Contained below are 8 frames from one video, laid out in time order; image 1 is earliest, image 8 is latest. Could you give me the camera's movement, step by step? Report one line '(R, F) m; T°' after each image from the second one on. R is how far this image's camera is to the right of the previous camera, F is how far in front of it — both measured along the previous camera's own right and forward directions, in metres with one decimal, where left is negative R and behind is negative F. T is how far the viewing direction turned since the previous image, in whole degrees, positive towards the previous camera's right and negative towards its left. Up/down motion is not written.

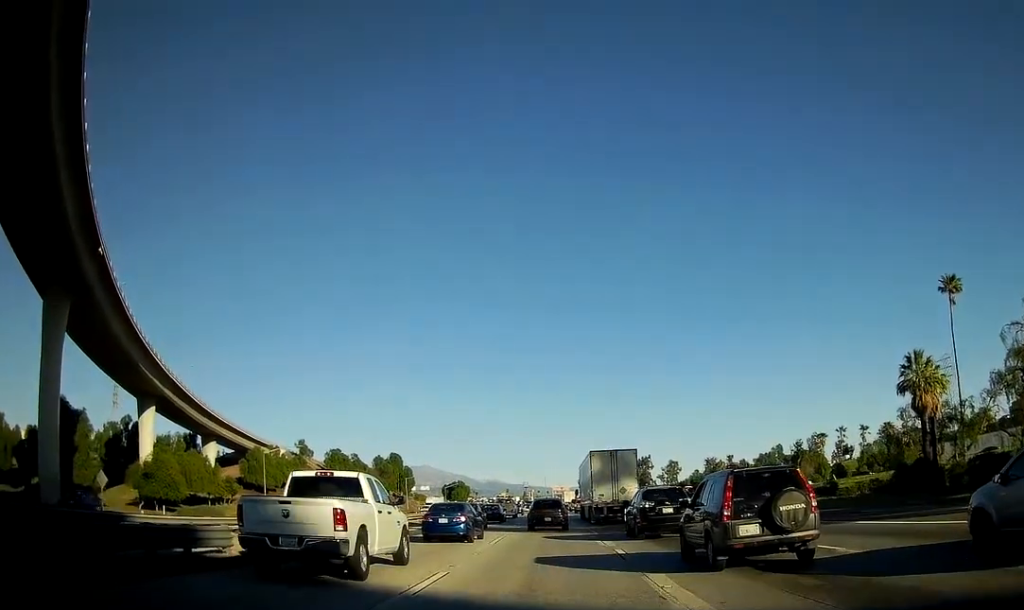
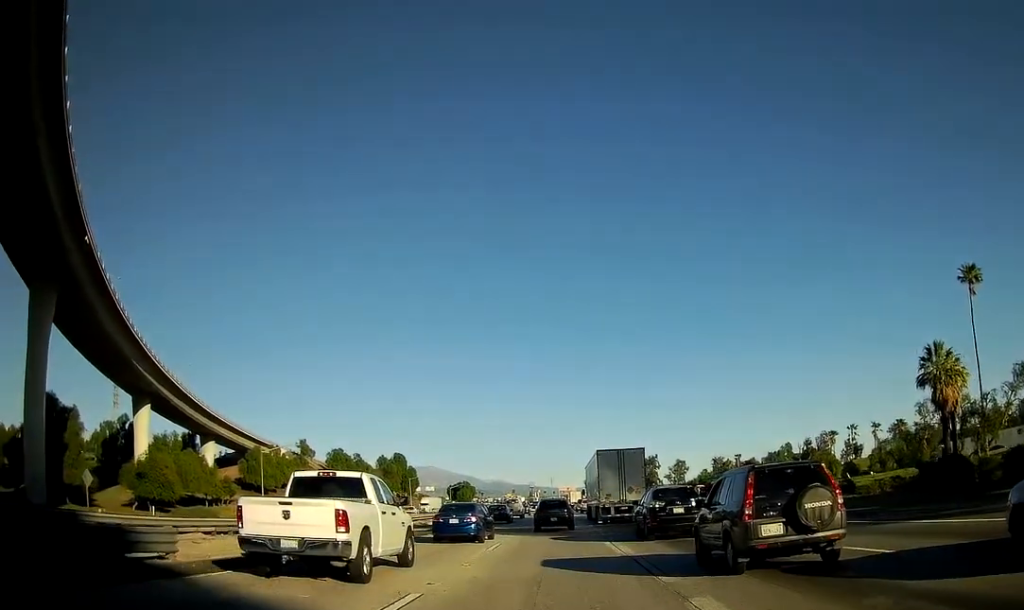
(-0.1, +3.9) m; 0°
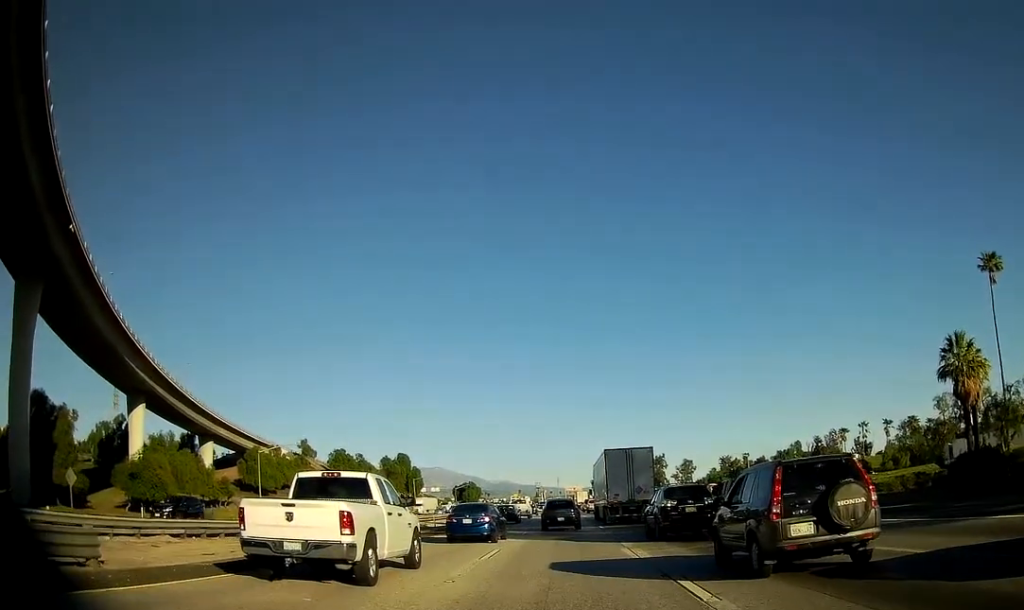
(0.0, +3.8) m; -1°
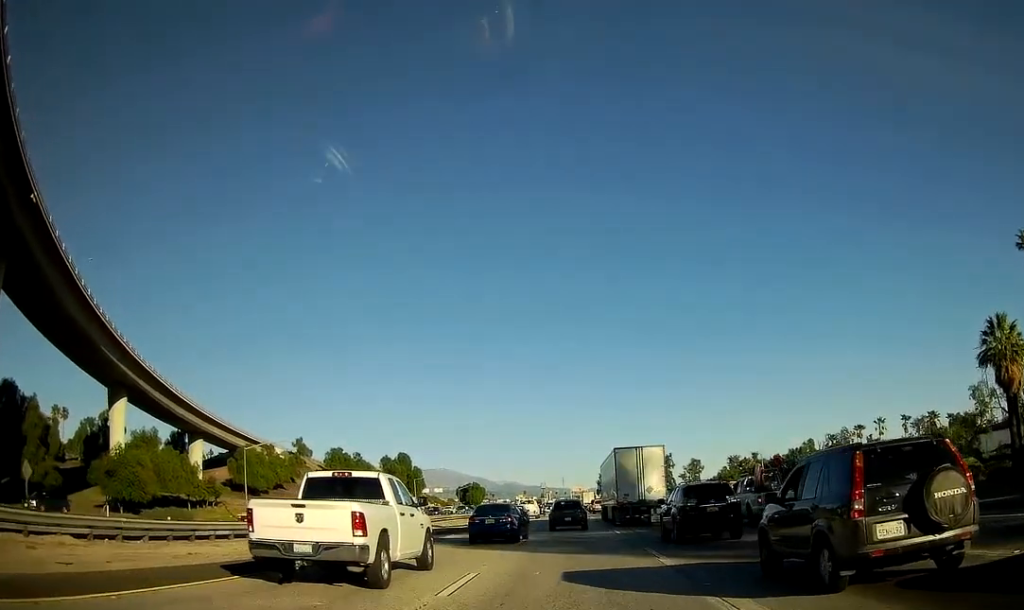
(-0.1, +7.4) m; -1°
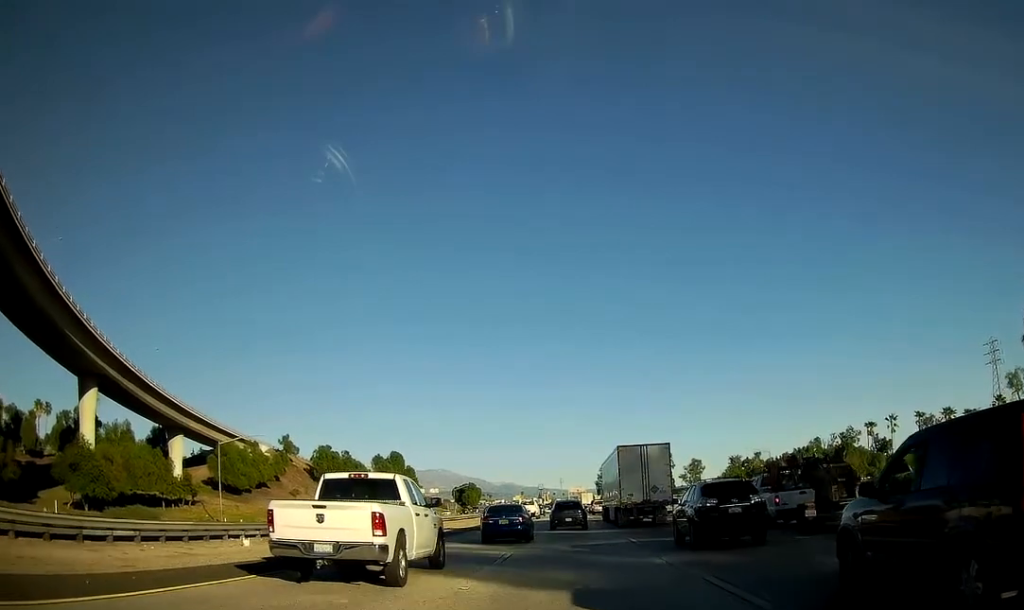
(+0.1, +7.6) m; +1°
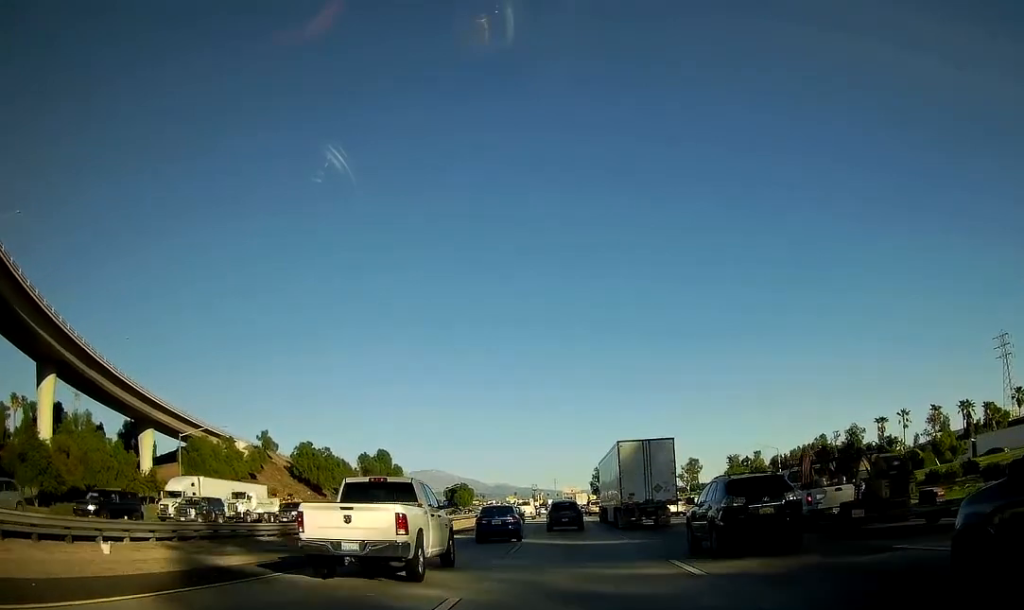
(0.0, +9.7) m; +1°
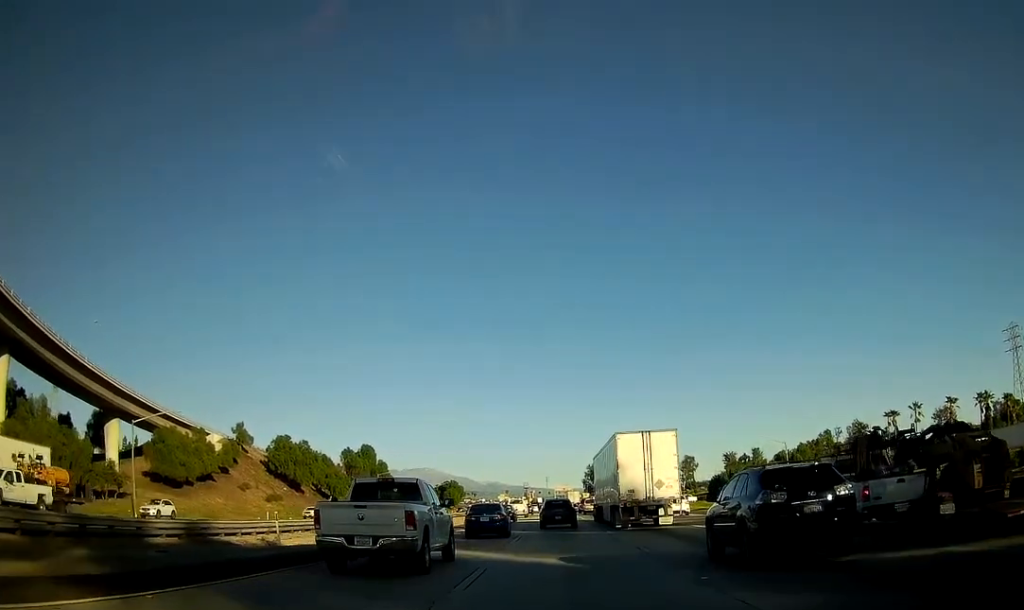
(+0.2, +10.0) m; +1°
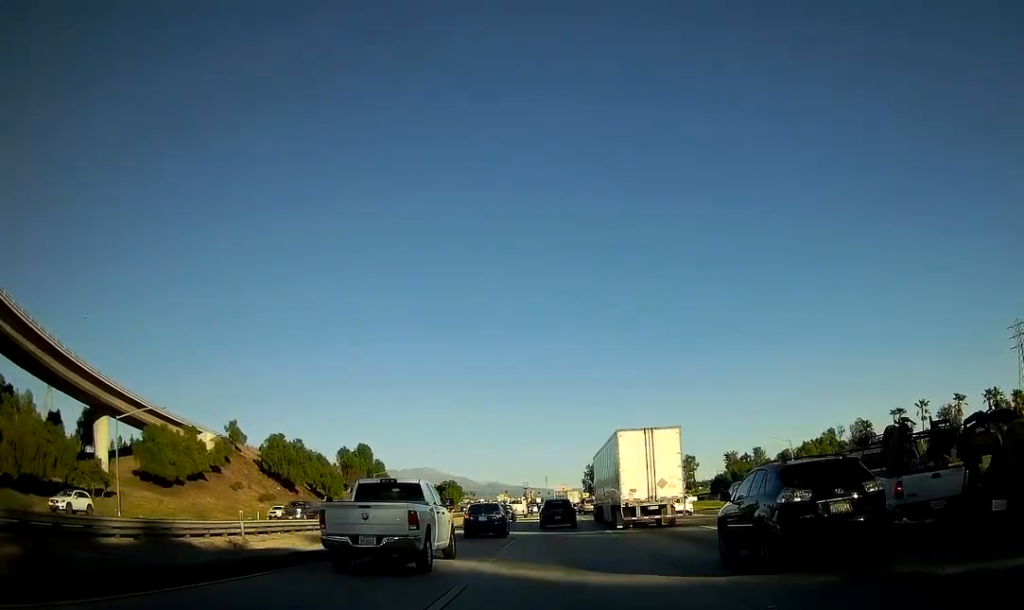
(0.0, +3.7) m; -1°
